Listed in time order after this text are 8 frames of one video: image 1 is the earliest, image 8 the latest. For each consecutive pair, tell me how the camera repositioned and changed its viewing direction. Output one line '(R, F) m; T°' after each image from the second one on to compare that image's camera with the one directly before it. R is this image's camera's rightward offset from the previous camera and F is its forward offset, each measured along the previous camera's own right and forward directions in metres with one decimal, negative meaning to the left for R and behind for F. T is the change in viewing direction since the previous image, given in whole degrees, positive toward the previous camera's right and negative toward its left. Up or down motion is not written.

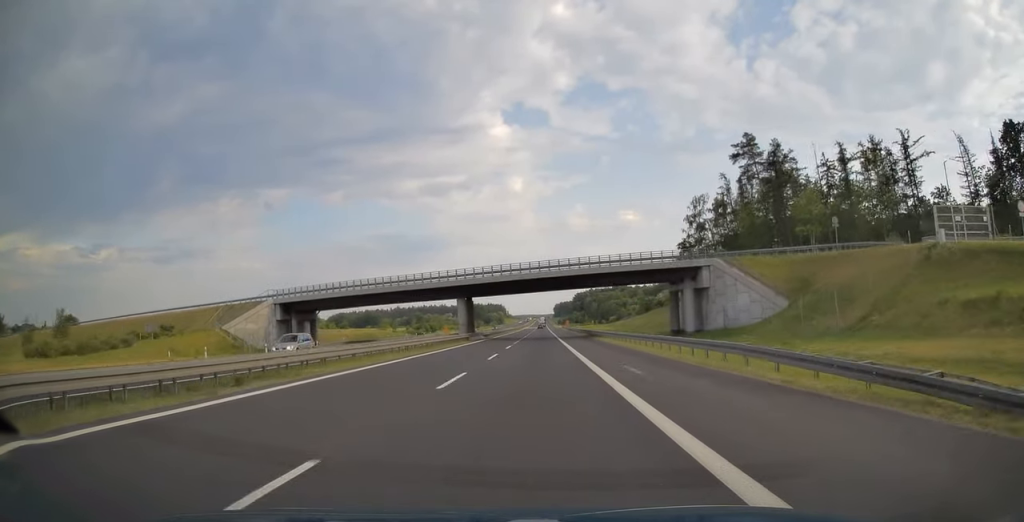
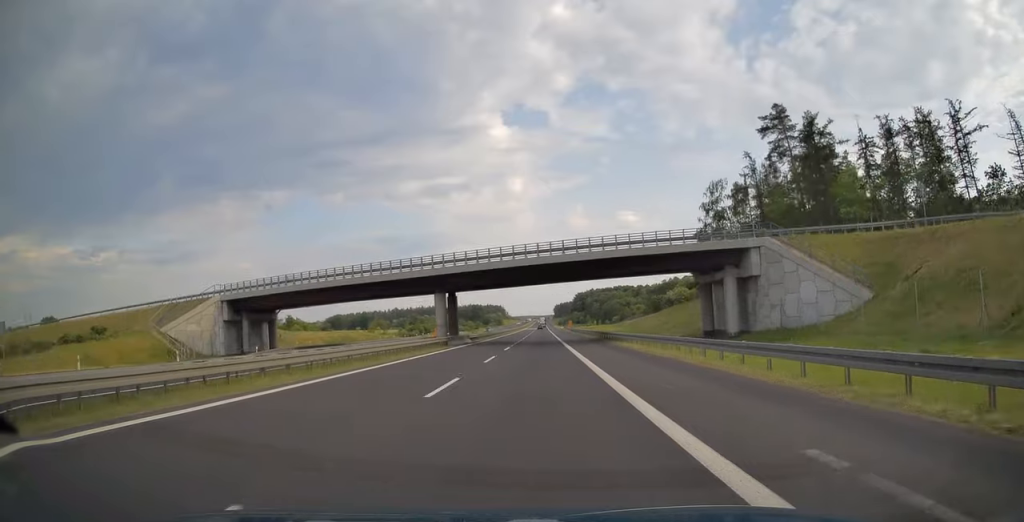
(0.0, +13.7) m; 0°
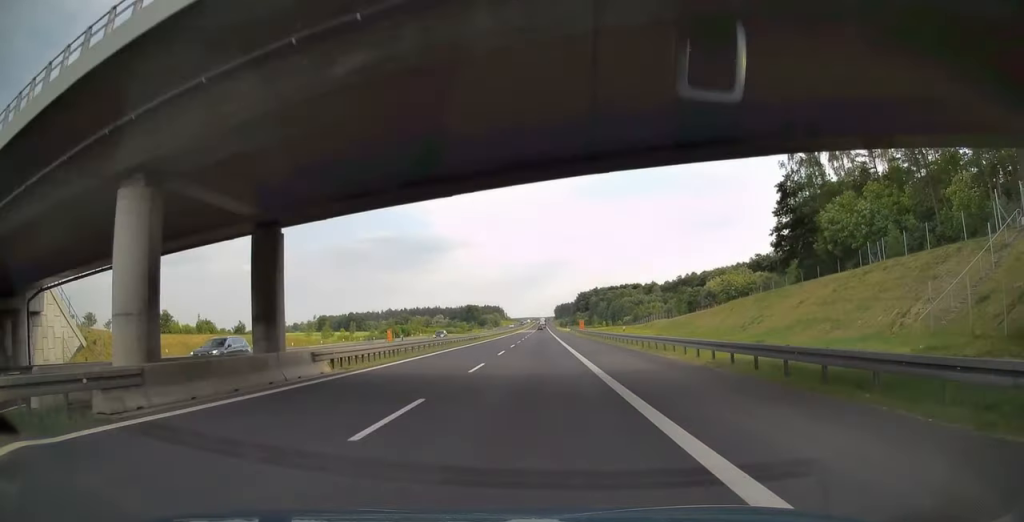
(+0.1, +41.0) m; 0°
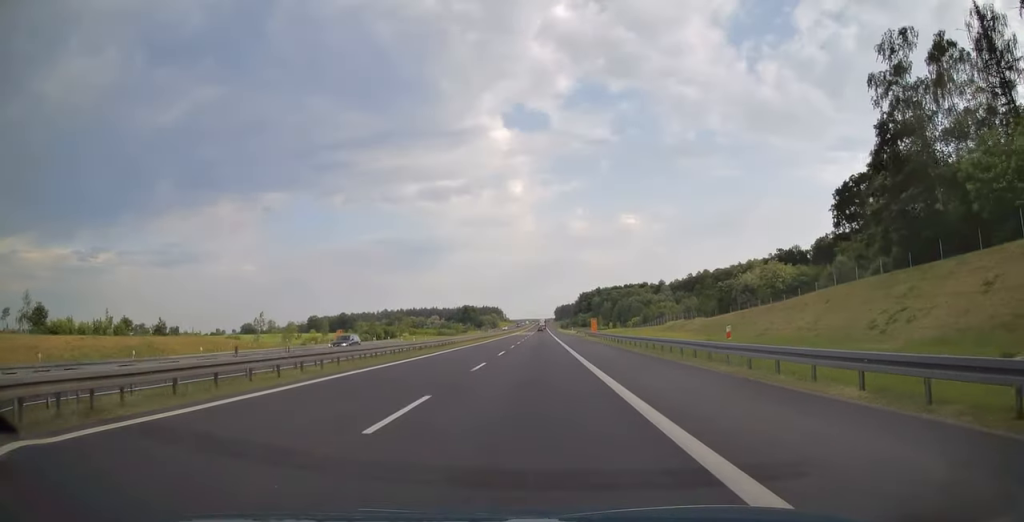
(0.0, +23.4) m; 0°
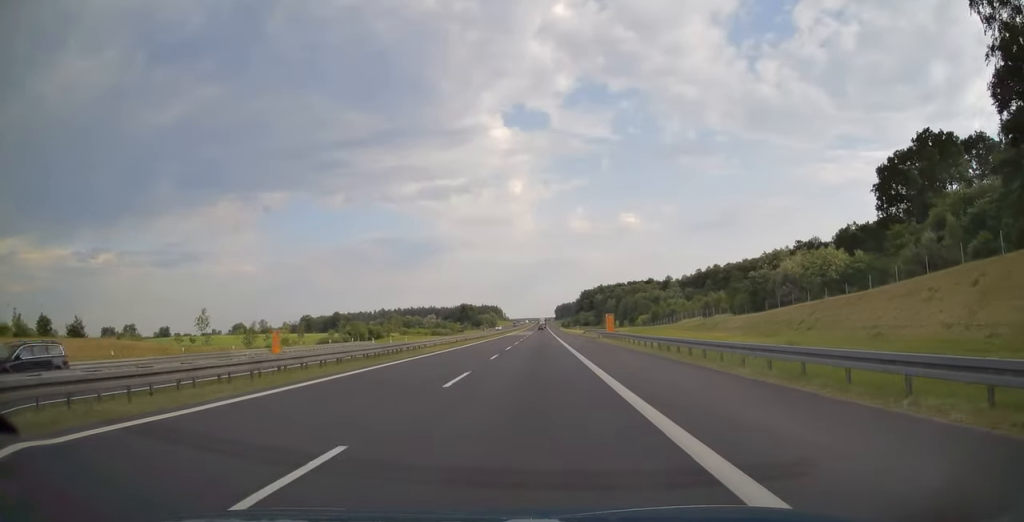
(0.0, +17.5) m; 0°
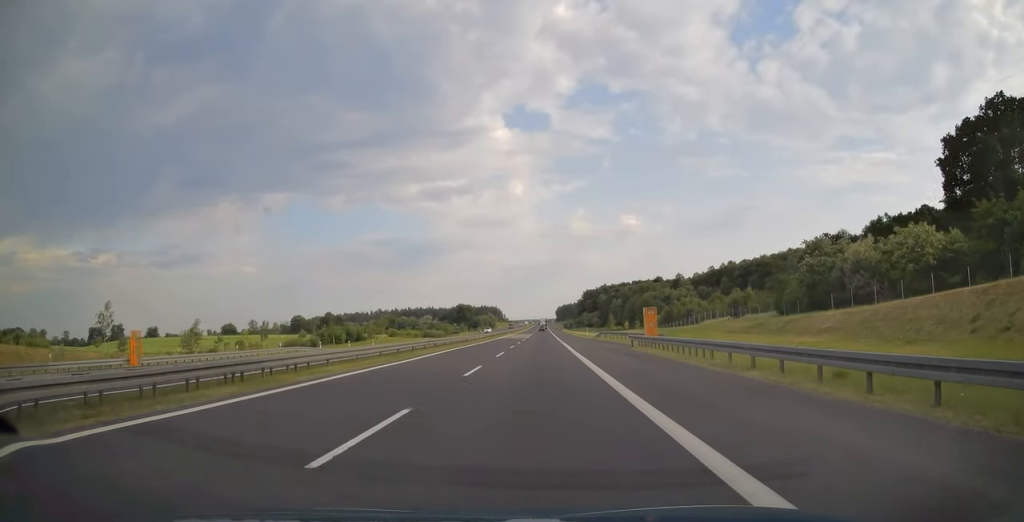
(0.0, +20.7) m; 0°
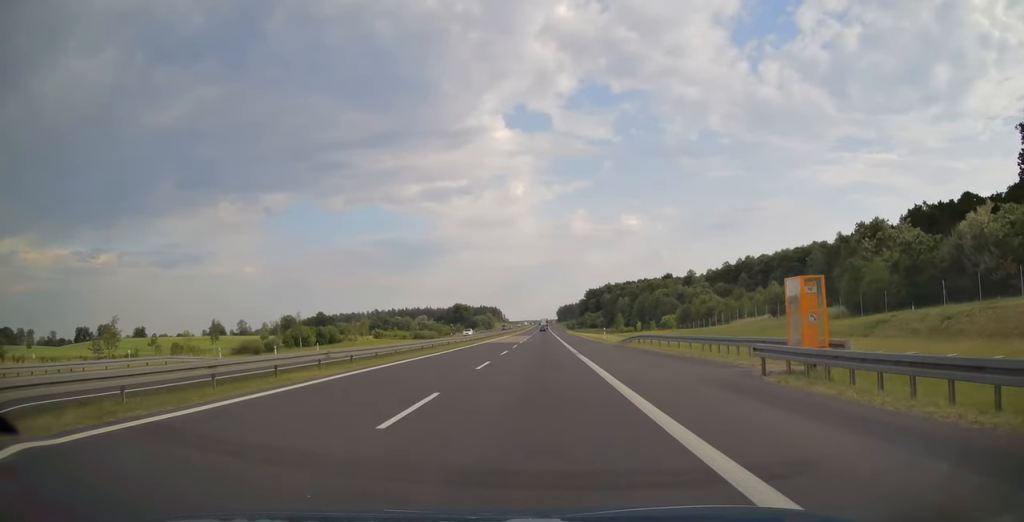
(0.0, +21.3) m; 0°
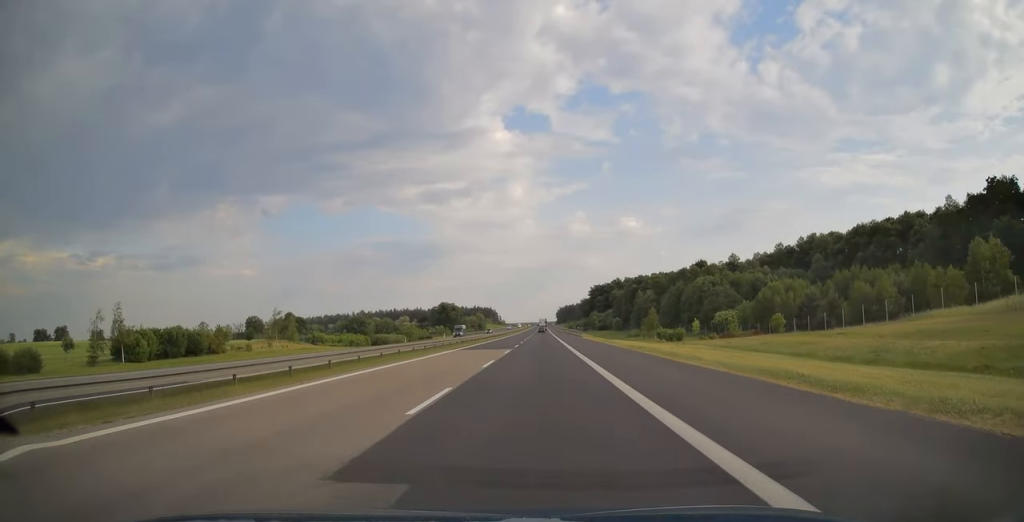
(-0.1, +58.9) m; 0°
